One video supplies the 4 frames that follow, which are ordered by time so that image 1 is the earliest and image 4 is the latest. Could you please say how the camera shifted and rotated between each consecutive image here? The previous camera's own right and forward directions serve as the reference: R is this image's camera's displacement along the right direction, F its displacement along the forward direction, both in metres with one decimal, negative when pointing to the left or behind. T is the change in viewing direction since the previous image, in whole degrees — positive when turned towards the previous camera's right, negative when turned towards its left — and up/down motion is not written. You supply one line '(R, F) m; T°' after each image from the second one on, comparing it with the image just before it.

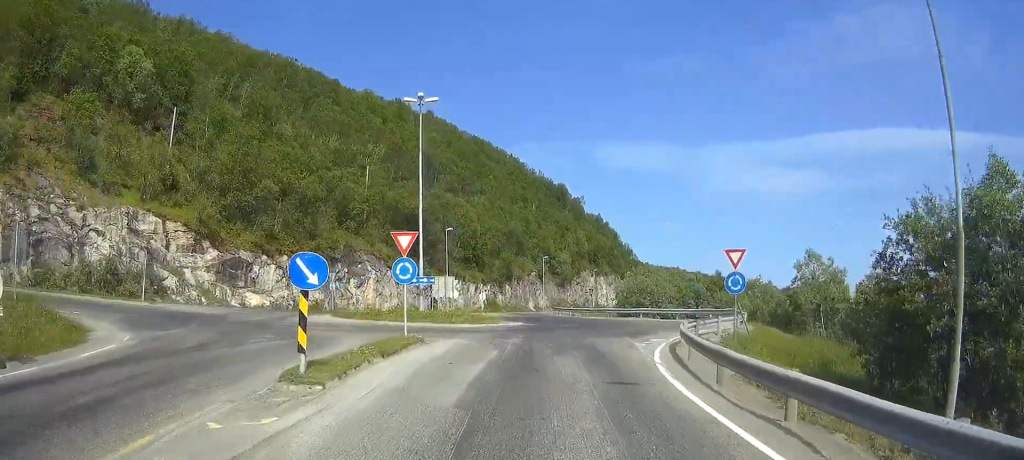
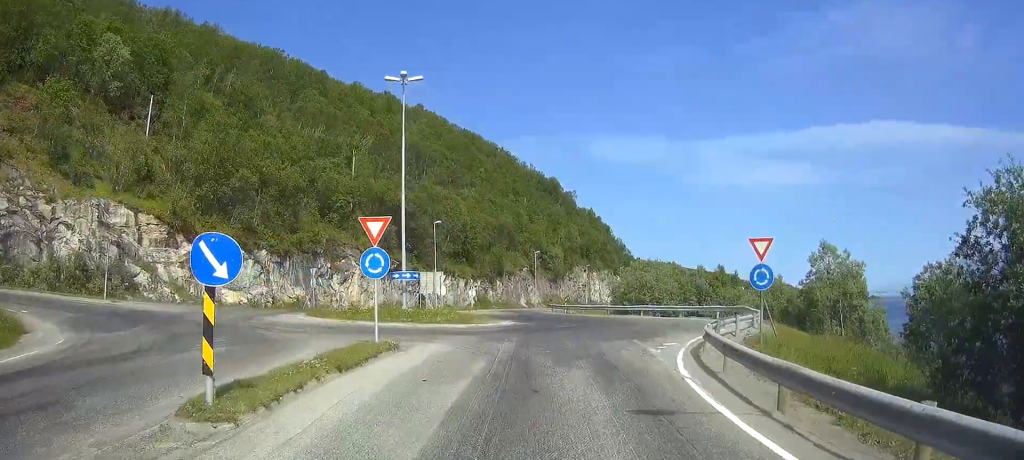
(0.0, +3.6) m; 0°
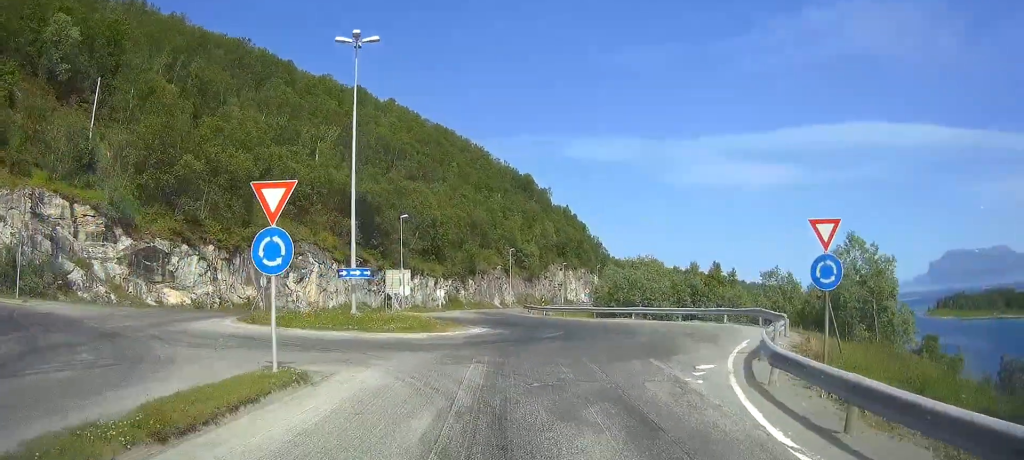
(+0.1, +6.3) m; +1°
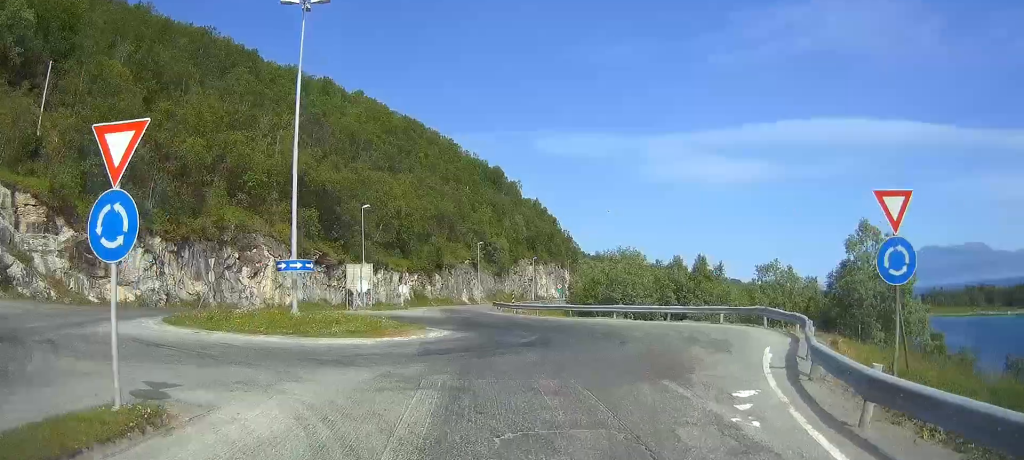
(0.0, +4.2) m; 0°
